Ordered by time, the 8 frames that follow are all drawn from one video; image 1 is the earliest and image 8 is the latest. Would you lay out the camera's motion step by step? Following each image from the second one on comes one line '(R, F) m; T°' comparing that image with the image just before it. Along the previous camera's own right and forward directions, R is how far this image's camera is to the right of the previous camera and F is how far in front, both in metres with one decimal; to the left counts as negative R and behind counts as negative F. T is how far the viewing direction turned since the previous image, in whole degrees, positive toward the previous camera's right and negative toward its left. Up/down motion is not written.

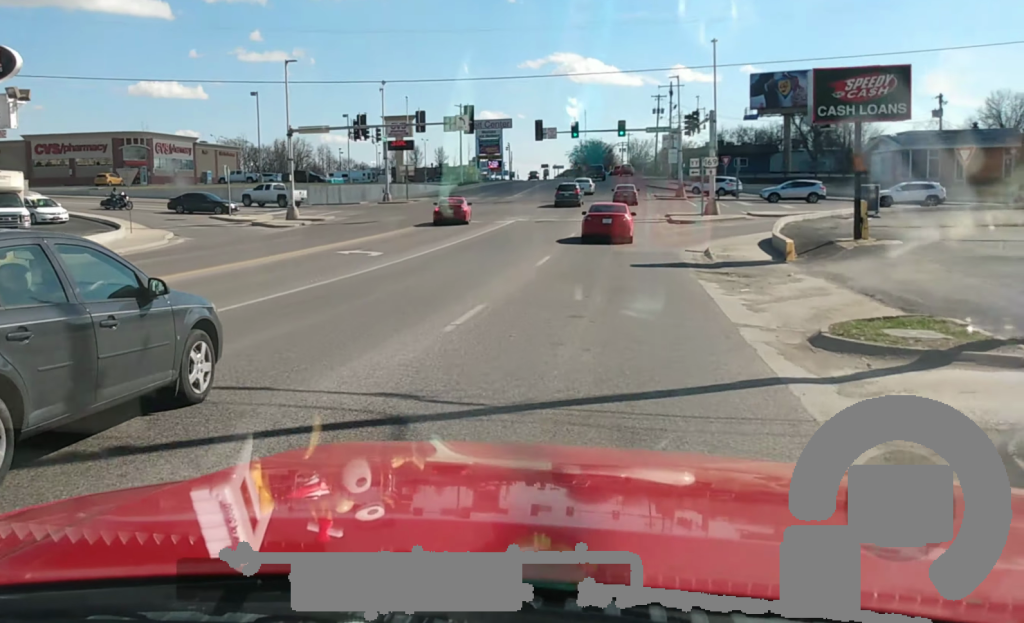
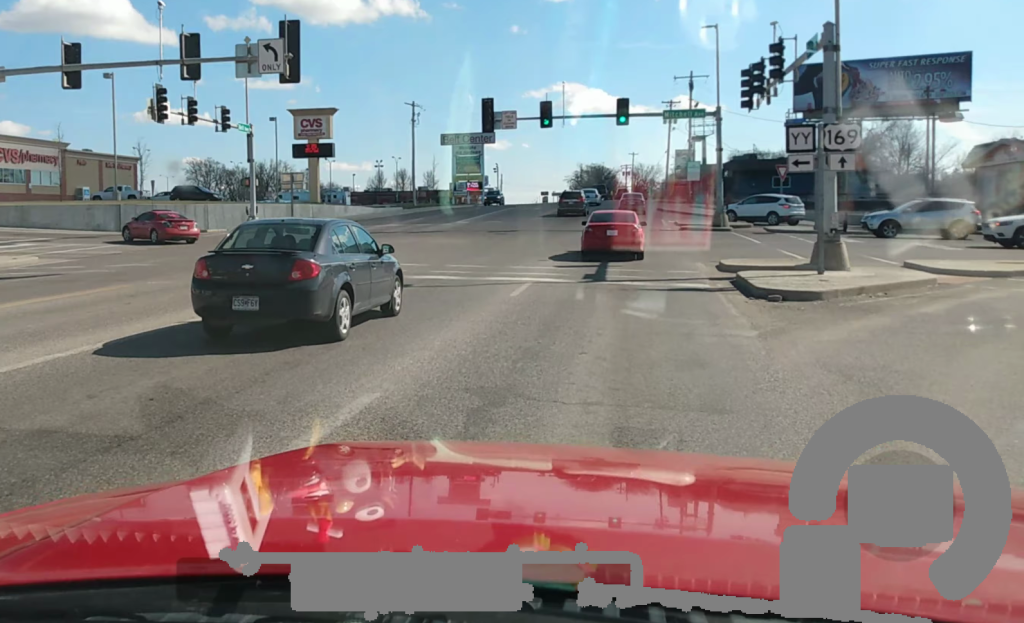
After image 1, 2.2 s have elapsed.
(+0.2, +31.9) m; +3°
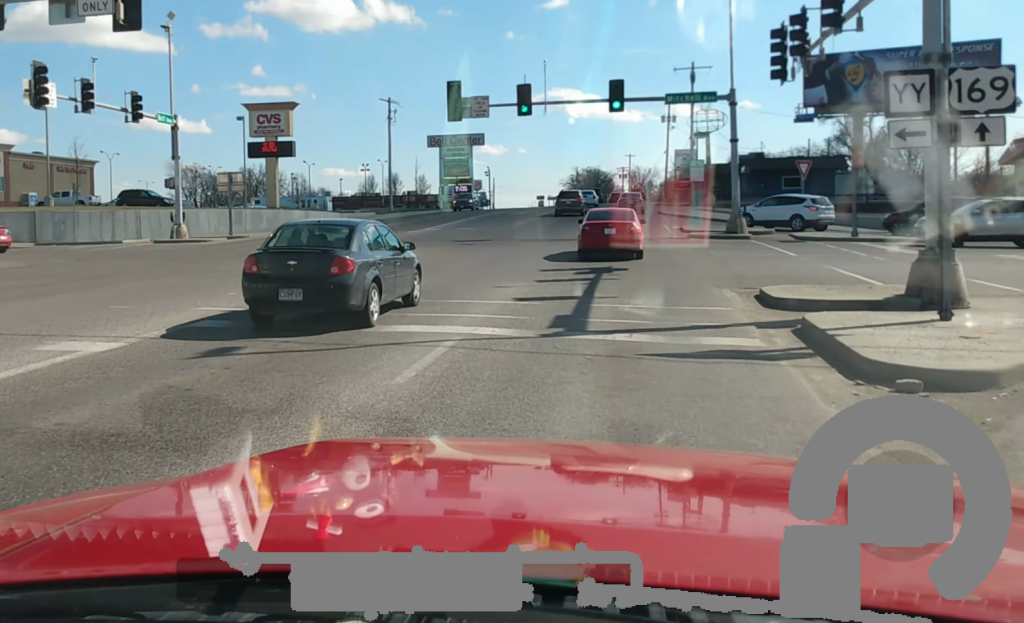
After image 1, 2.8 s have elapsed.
(0.0, +8.2) m; 0°
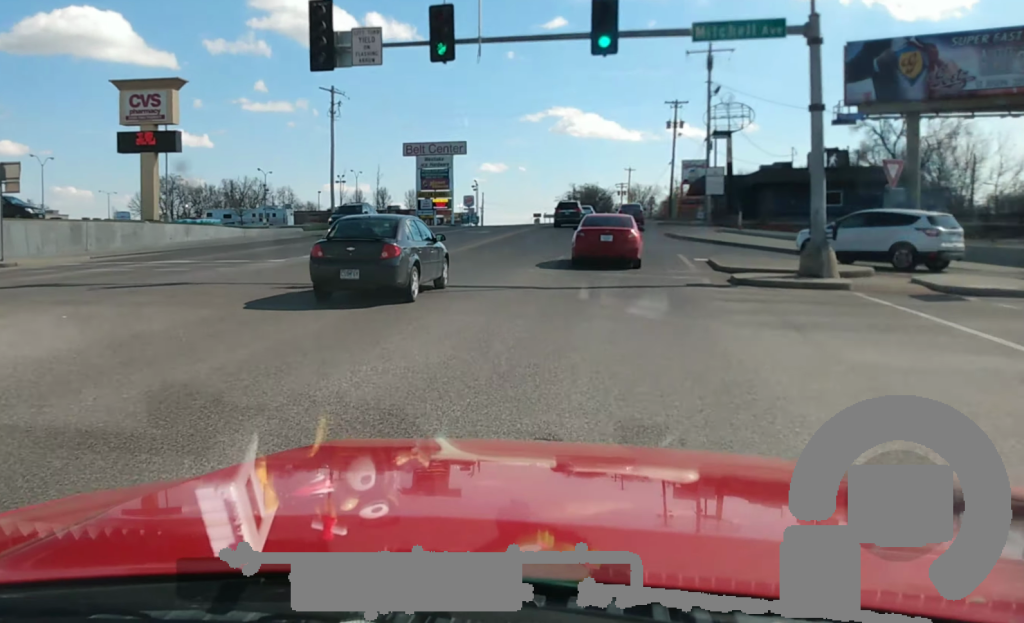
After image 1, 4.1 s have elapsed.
(0.0, +17.7) m; -1°
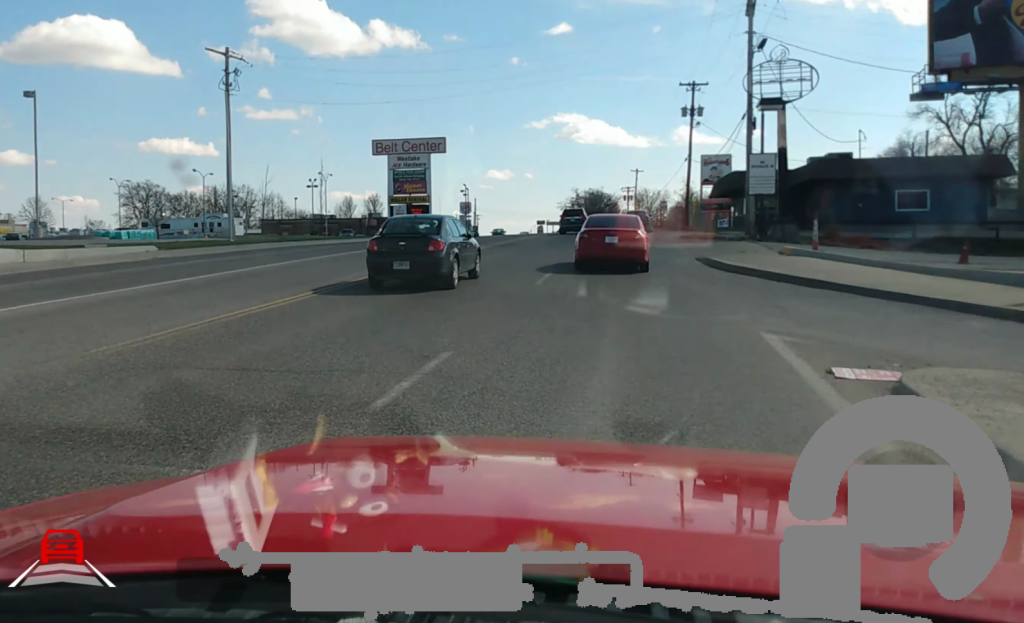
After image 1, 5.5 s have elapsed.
(-0.2, +19.4) m; 0°
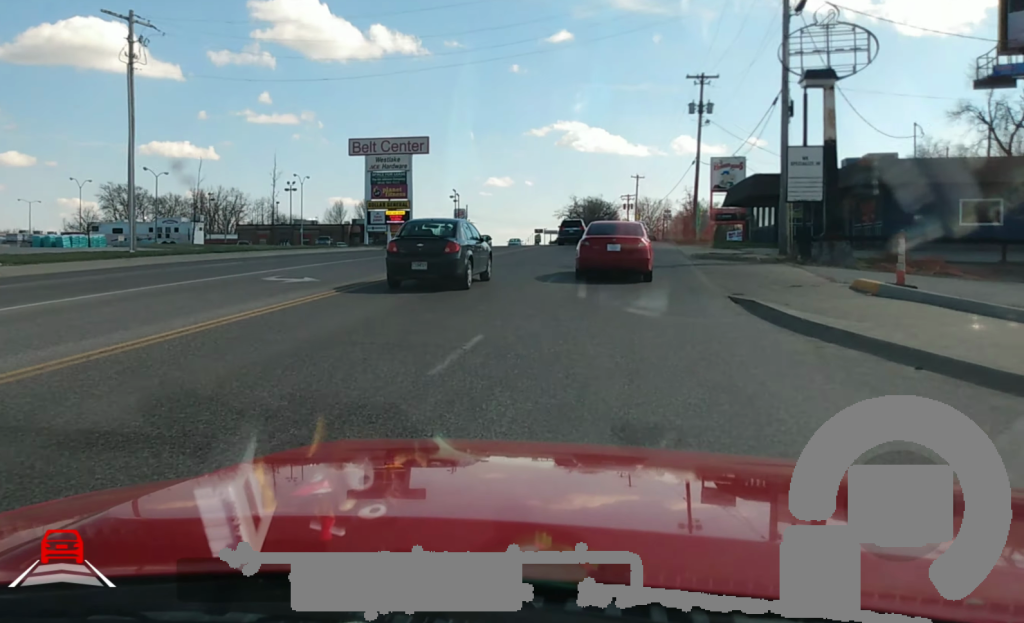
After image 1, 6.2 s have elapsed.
(+0.3, +9.8) m; 0°
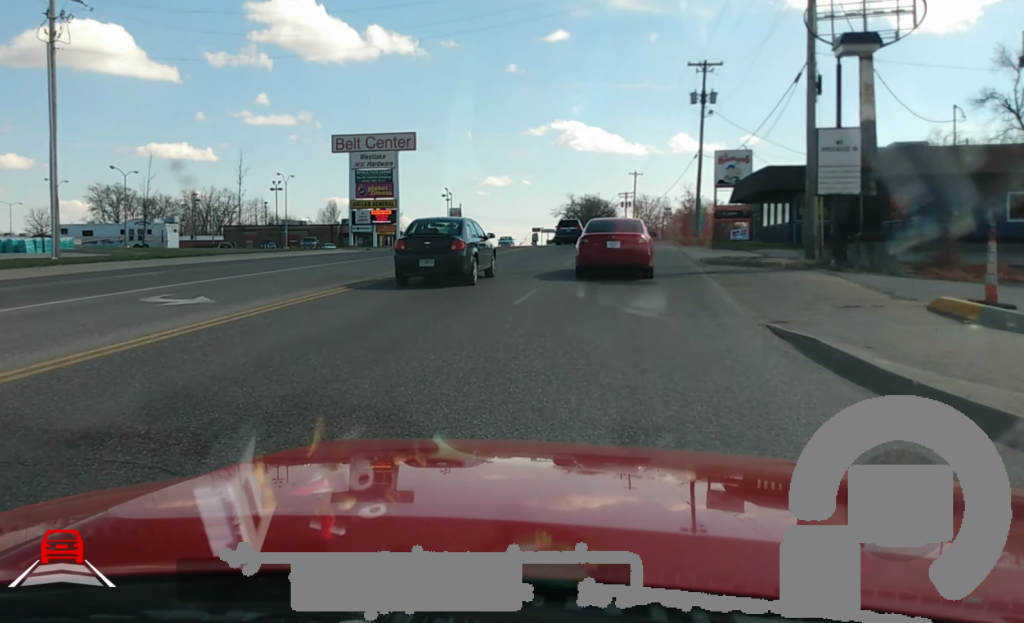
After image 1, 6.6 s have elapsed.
(-0.1, +5.5) m; 0°
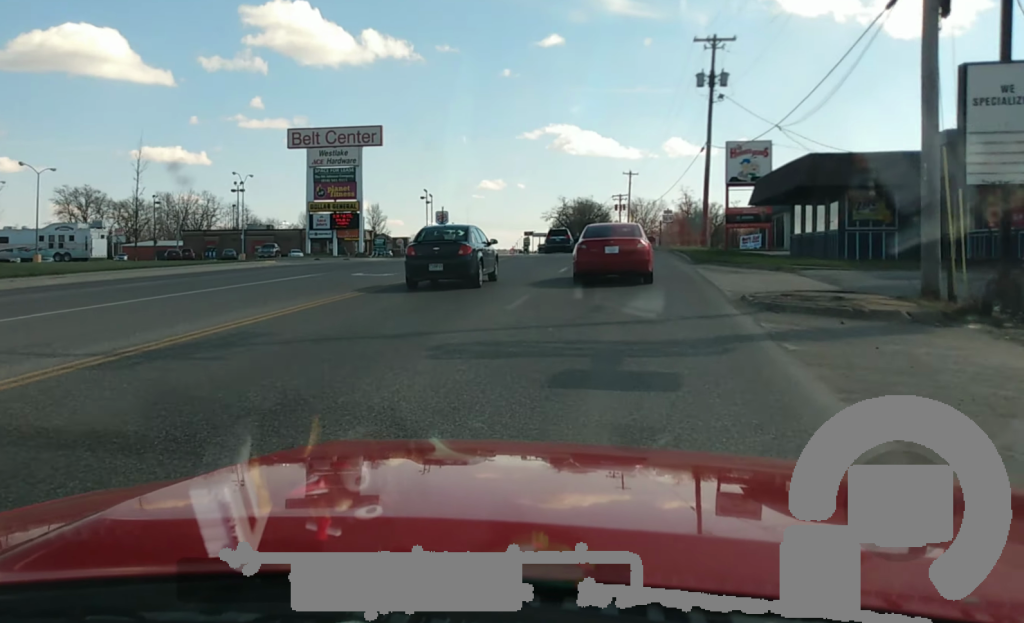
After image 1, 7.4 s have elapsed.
(-0.3, +11.4) m; 0°
